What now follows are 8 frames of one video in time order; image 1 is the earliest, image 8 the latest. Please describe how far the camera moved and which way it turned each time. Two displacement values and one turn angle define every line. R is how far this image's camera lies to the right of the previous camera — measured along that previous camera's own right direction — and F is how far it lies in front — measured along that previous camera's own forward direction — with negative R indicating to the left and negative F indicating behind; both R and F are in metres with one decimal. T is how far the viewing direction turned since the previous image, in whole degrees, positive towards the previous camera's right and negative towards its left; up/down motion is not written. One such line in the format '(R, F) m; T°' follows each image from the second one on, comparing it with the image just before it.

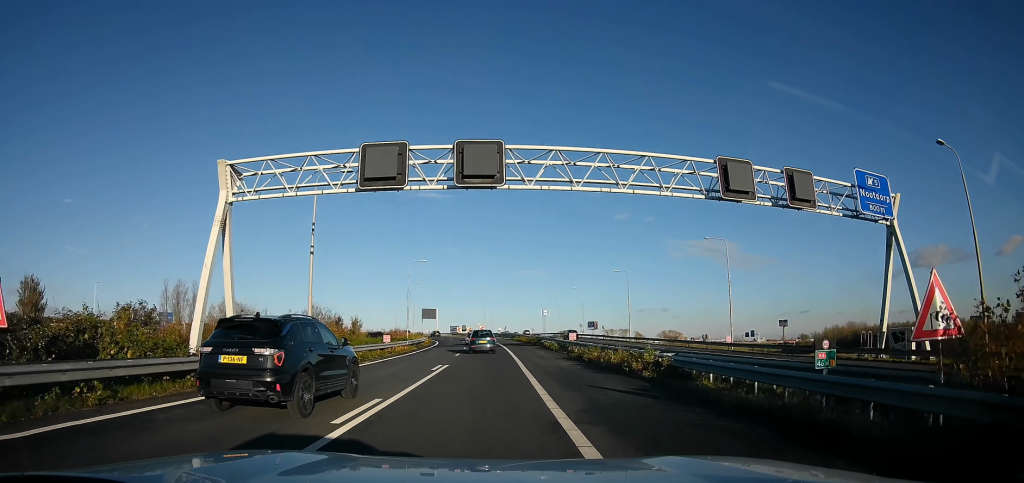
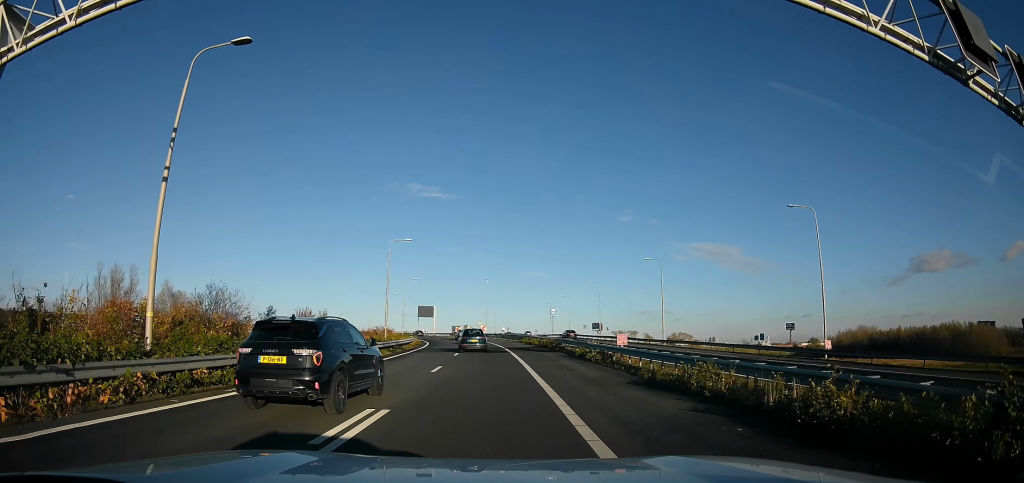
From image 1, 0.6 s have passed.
(-0.1, +13.4) m; +2°
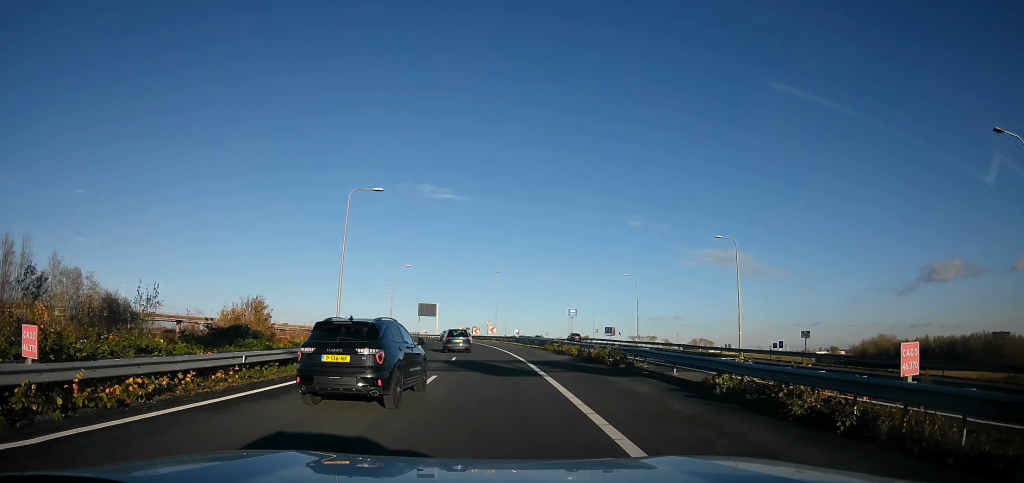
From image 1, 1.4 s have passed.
(+0.4, +17.0) m; 0°
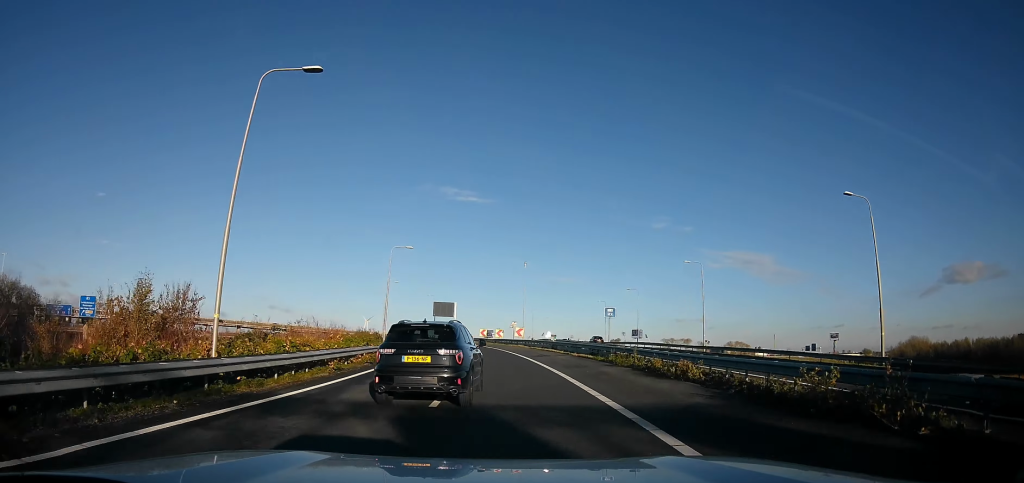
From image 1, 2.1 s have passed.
(+0.5, +15.3) m; -2°
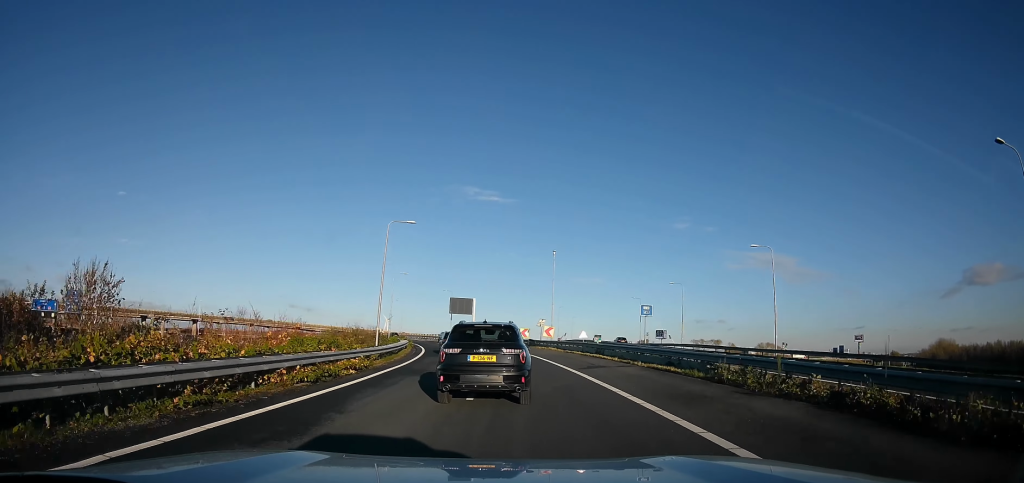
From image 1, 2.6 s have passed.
(-0.7, +10.9) m; -2°
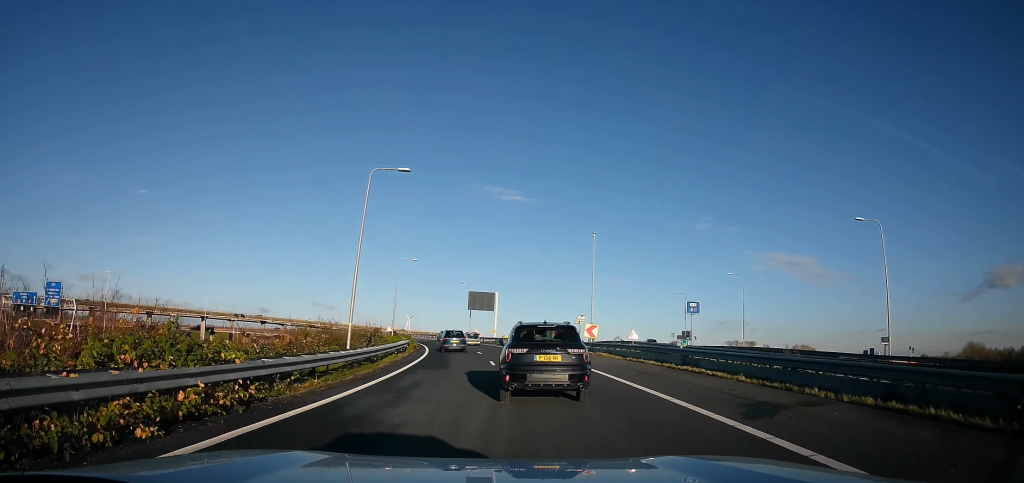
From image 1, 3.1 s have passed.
(-0.3, +12.4) m; -3°
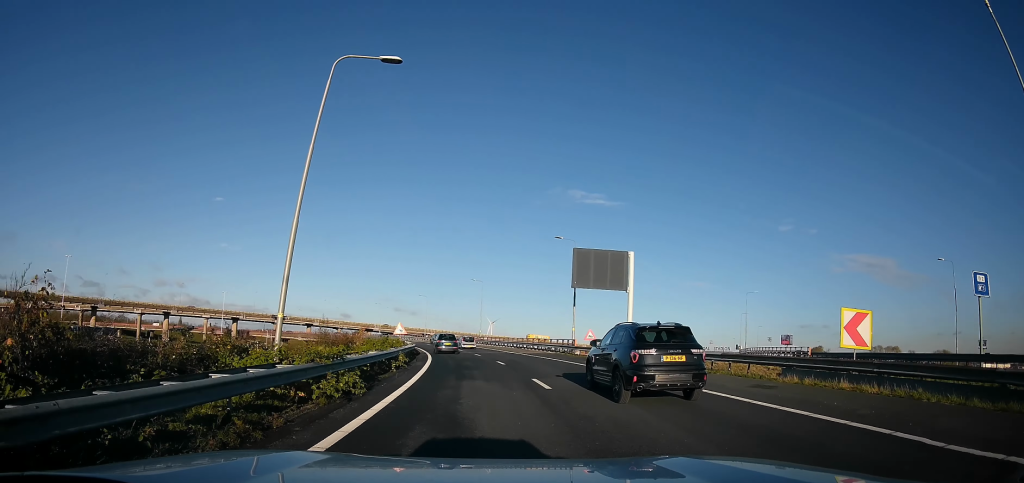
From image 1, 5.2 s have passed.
(-5.9, +44.2) m; -13°
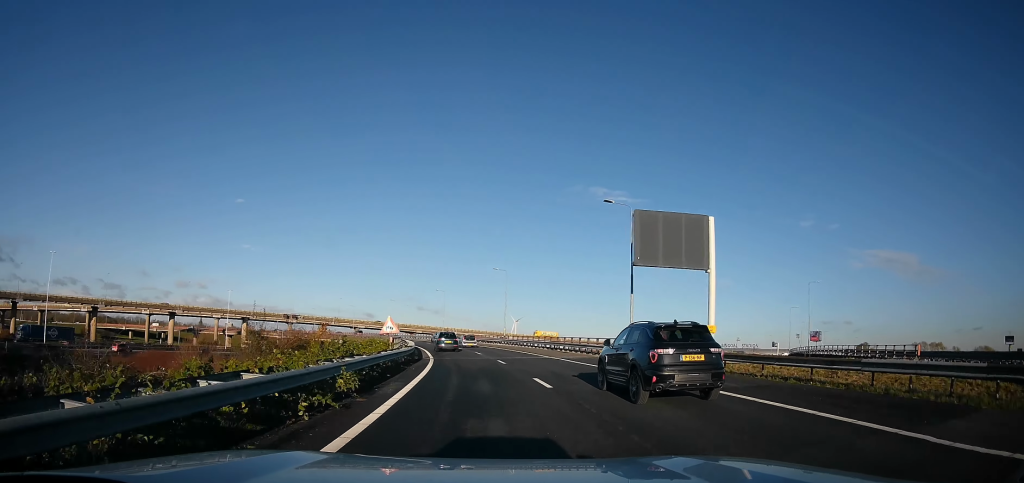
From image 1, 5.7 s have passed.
(0.0, +11.6) m; 0°
